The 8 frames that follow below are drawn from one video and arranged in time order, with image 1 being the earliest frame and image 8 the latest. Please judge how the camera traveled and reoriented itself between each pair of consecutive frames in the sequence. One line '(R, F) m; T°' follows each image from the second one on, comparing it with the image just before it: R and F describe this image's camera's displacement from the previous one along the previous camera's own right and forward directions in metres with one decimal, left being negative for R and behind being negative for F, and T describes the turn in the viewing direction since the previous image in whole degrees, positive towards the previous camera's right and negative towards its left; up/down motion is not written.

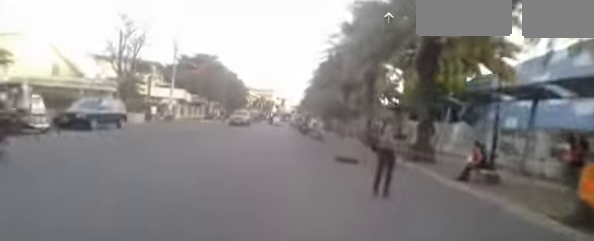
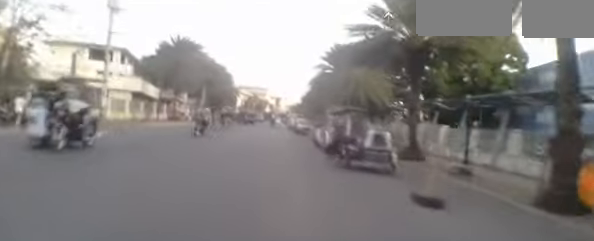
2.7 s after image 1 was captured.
(+1.1, +15.5) m; +5°
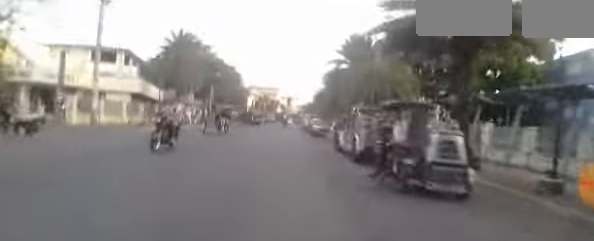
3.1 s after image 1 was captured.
(0.0, +3.1) m; -1°
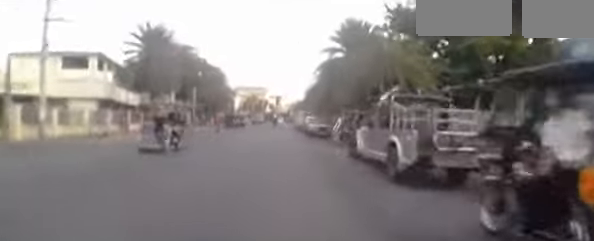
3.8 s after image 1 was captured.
(0.0, +4.3) m; 0°
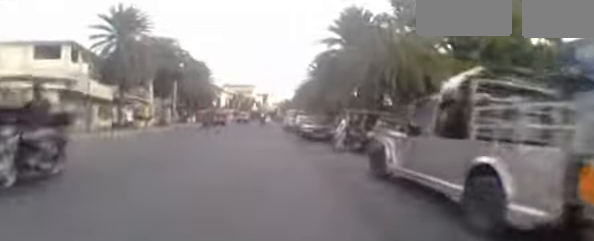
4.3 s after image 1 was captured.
(0.0, +3.3) m; 0°
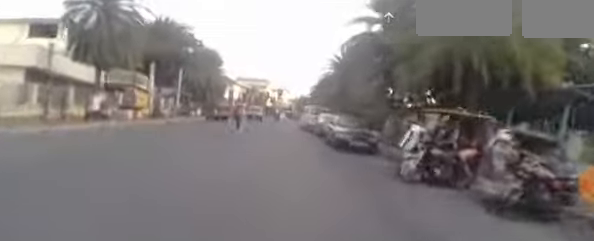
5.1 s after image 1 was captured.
(0.0, +5.4) m; -2°
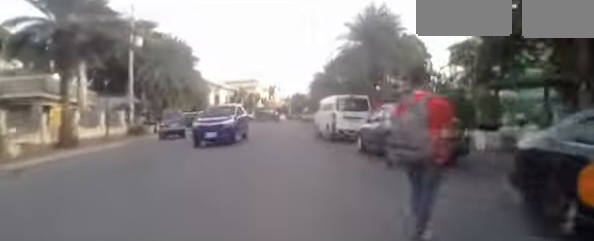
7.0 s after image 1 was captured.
(-0.5, +12.9) m; +2°
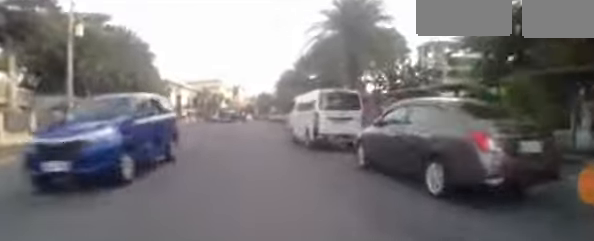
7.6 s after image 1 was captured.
(+0.6, +3.5) m; 0°
